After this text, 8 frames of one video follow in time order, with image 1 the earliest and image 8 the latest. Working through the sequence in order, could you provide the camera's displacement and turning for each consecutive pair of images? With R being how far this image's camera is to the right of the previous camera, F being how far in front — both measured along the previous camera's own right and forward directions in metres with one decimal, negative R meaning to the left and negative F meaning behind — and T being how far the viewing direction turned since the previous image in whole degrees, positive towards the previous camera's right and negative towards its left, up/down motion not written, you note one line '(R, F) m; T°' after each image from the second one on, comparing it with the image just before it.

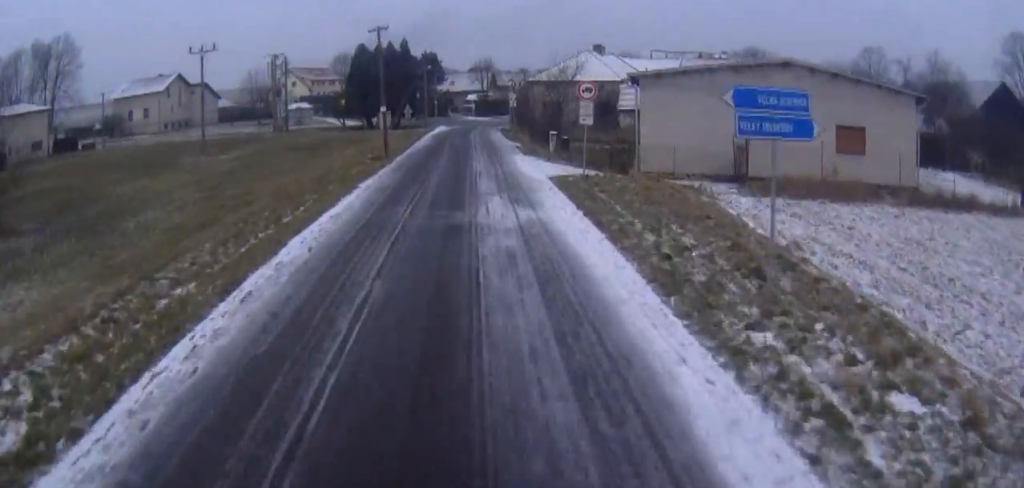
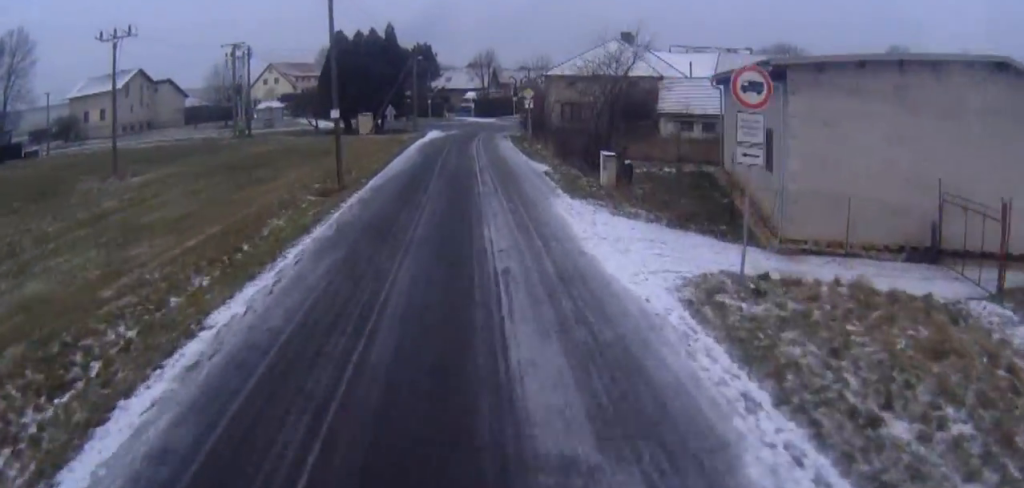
(+0.1, +15.5) m; 0°
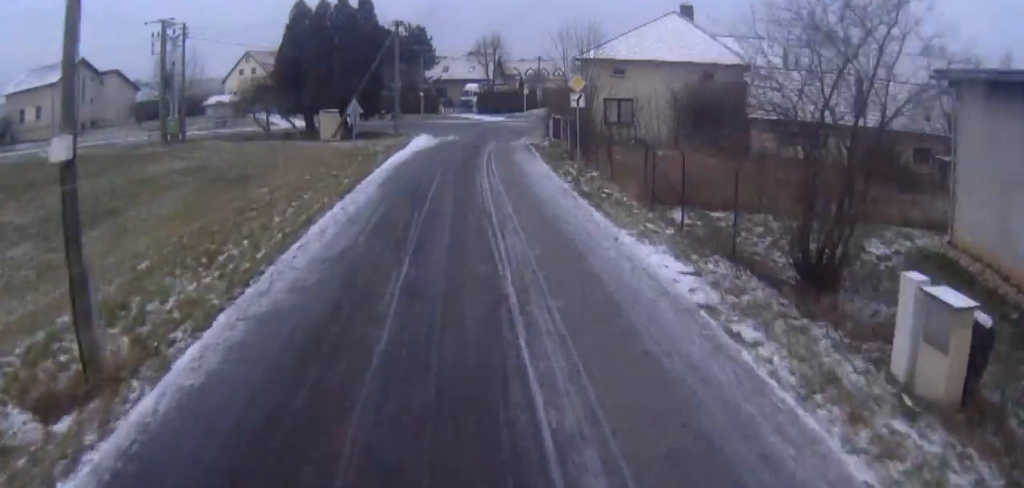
(0.0, +18.9) m; 0°
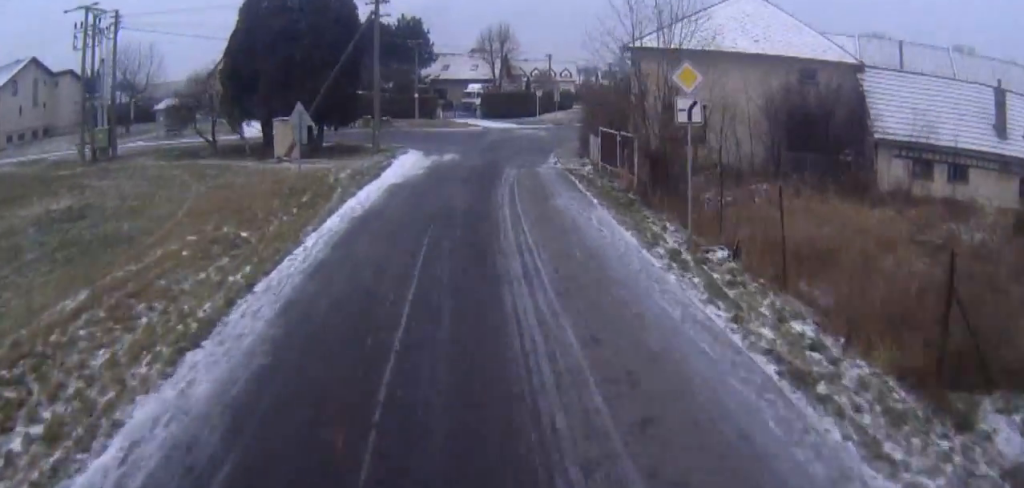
(0.0, +13.1) m; 0°
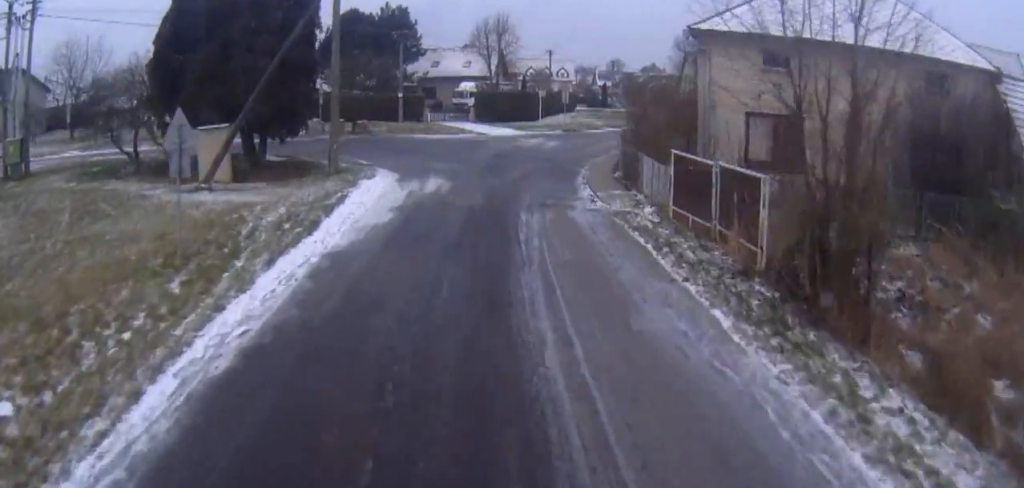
(0.0, +10.2) m; +1°
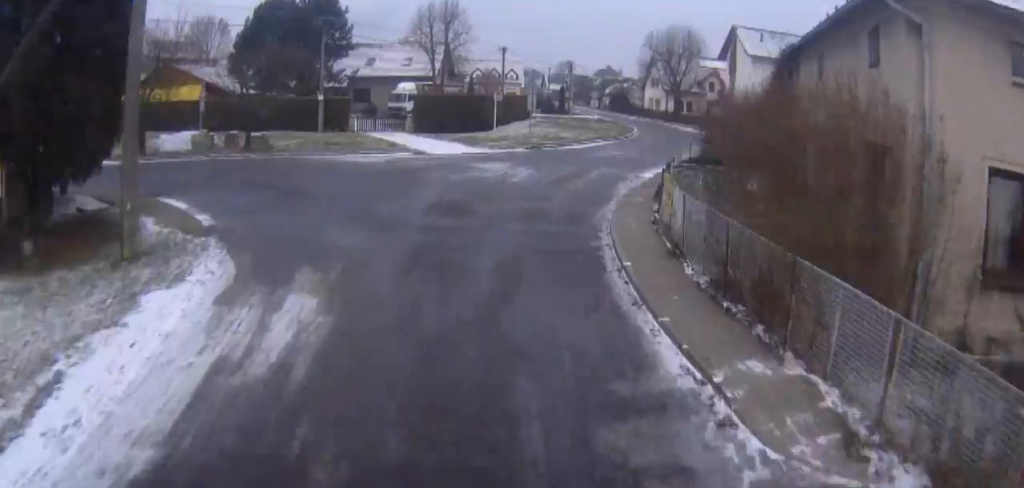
(+0.1, +13.6) m; +2°
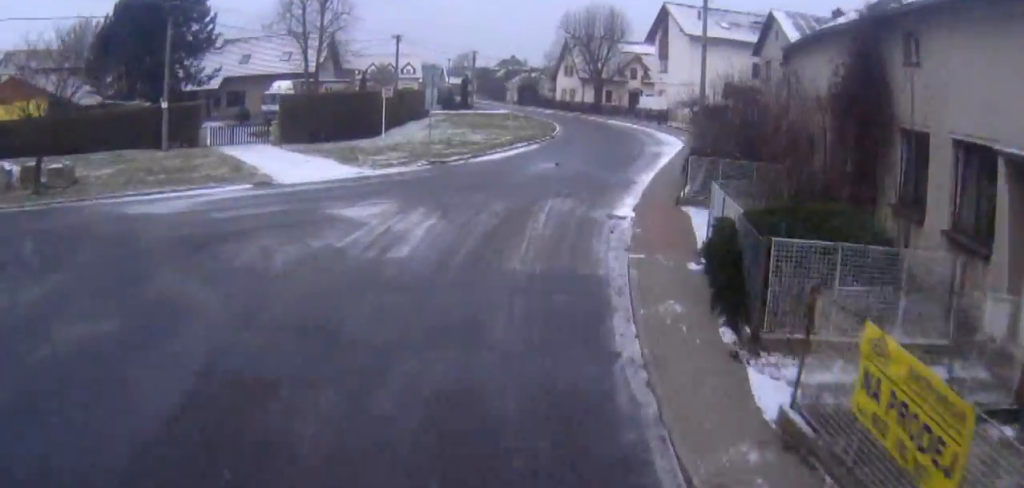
(+0.2, +13.0) m; +3°
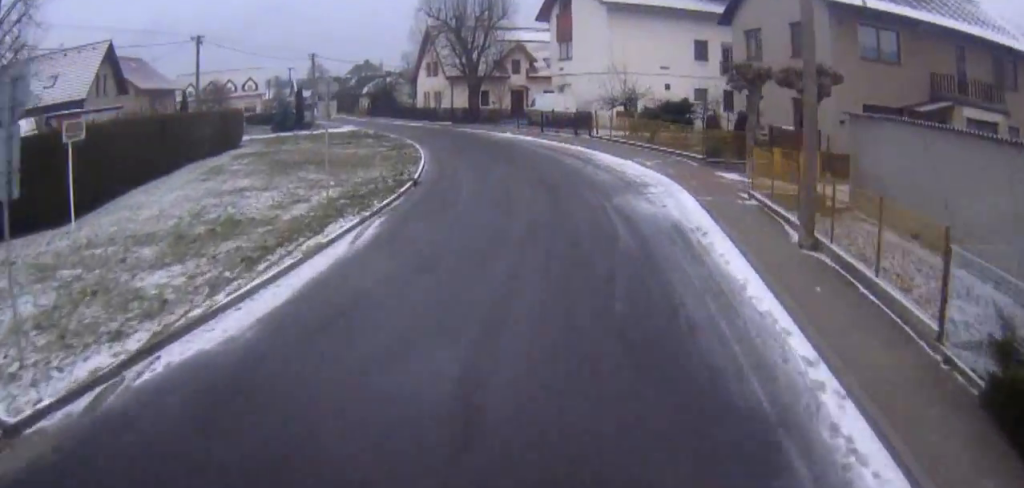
(+2.1, +22.6) m; +10°
